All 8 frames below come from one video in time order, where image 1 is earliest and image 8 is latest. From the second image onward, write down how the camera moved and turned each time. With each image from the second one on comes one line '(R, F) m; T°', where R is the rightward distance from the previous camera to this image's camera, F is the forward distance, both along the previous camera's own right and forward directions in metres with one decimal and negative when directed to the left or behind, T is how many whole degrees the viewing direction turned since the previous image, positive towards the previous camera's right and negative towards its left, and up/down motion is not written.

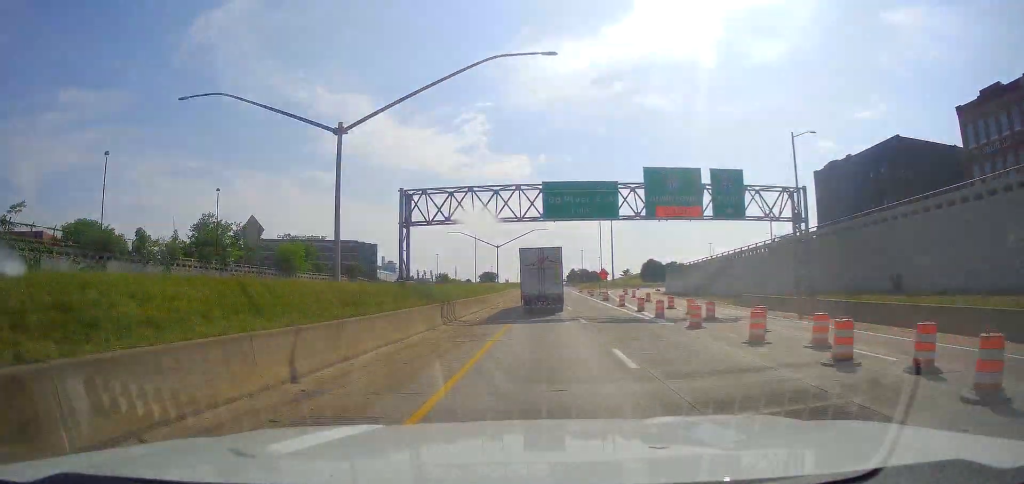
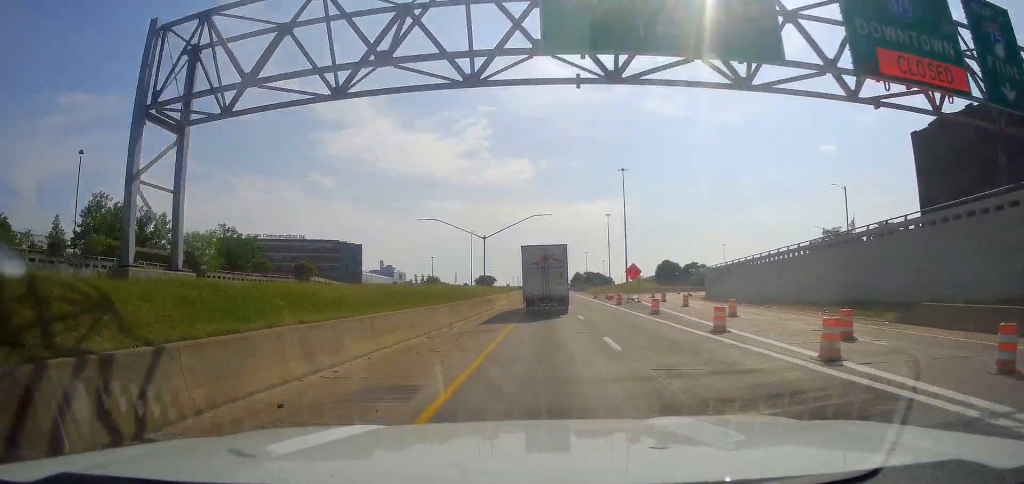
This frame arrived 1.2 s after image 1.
(+0.2, +26.7) m; 0°
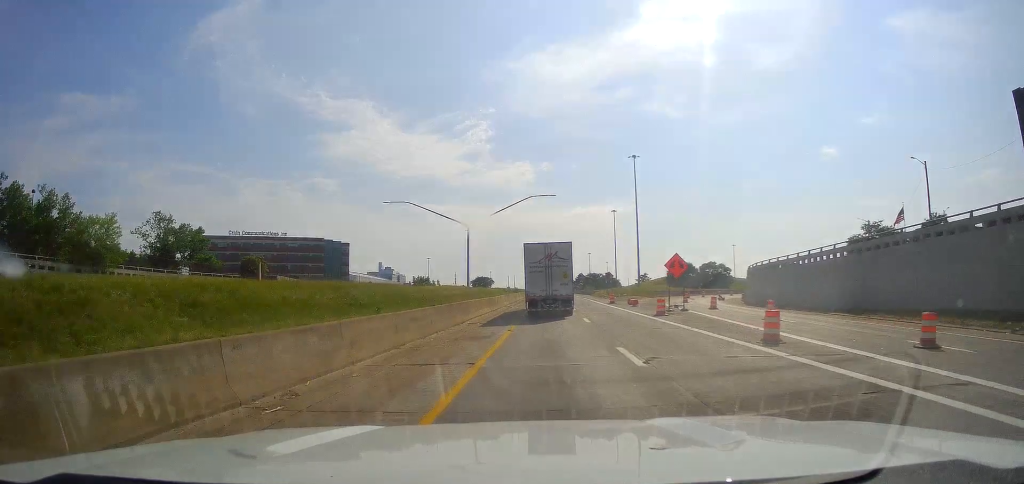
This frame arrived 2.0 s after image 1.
(-0.1, +18.4) m; 0°
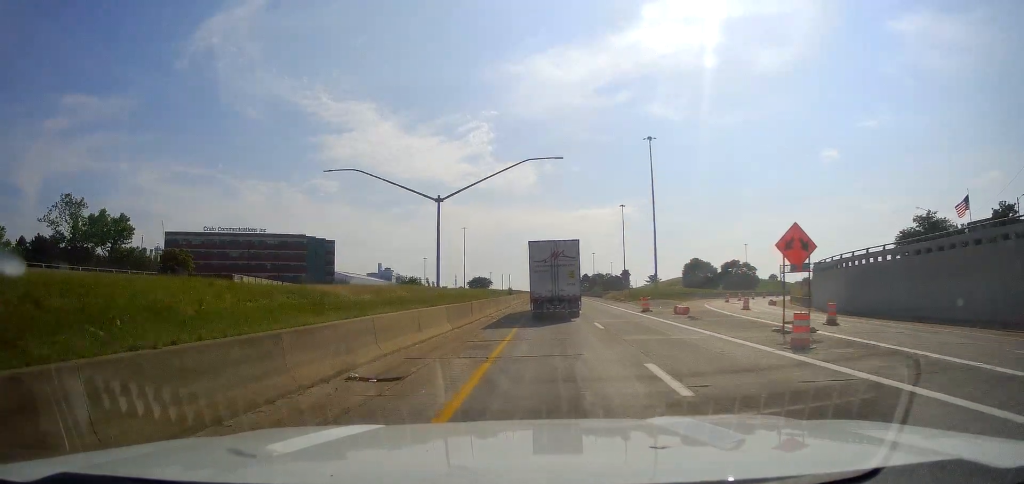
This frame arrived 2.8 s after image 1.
(-0.2, +19.3) m; +1°
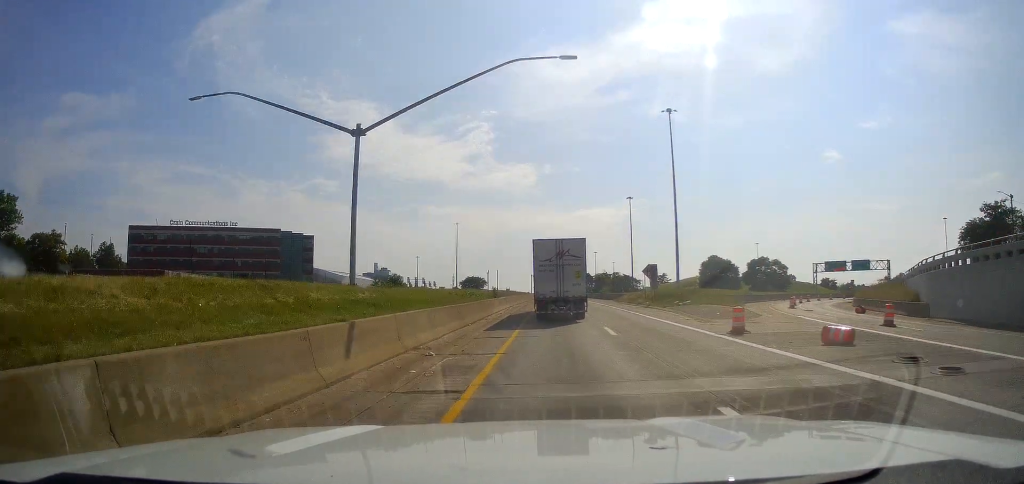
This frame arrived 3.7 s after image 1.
(+0.7, +20.5) m; 0°
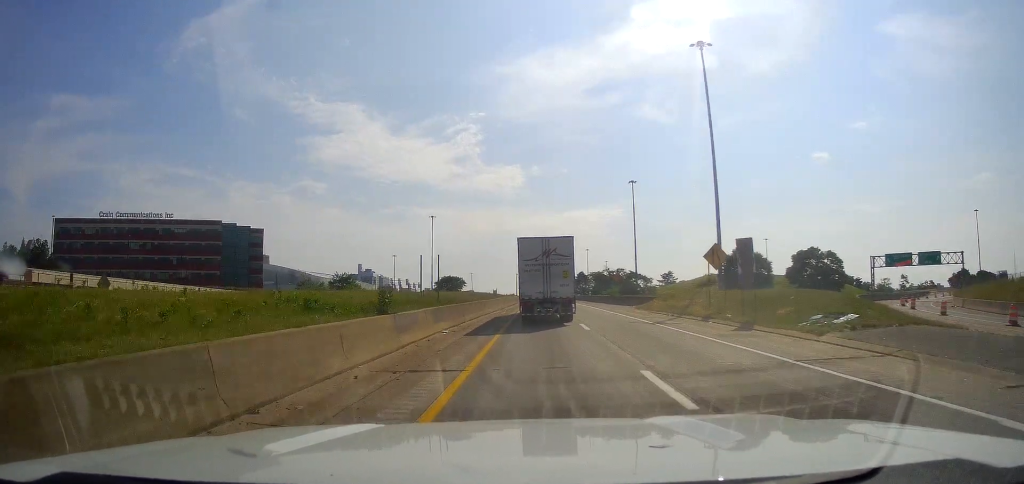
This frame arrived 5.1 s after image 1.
(-0.7, +30.6) m; -1°
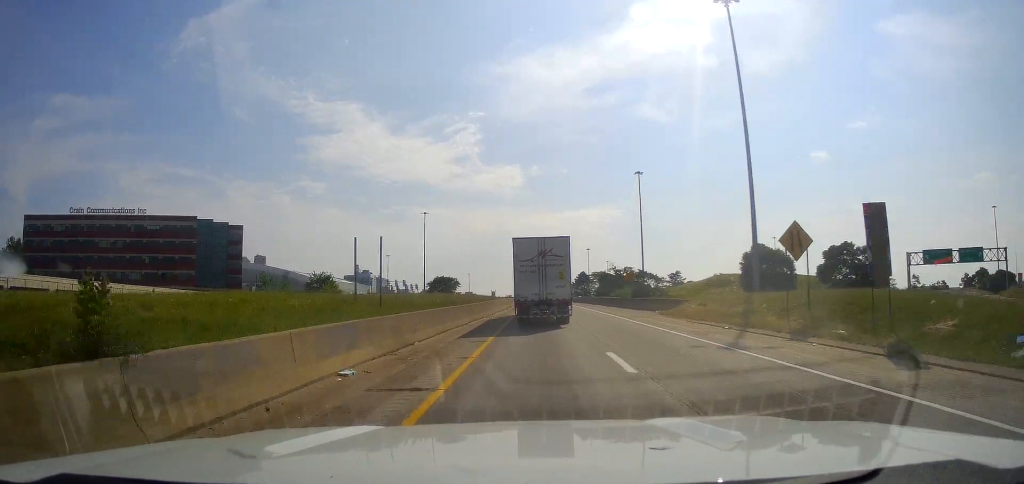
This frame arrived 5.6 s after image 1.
(-0.1, +12.4) m; +1°
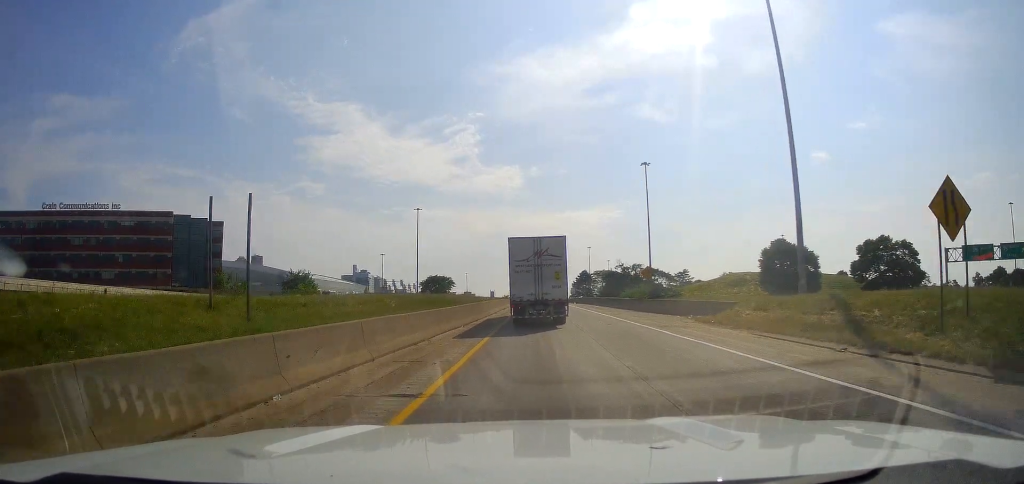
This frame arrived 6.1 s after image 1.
(+0.1, +10.9) m; +1°
